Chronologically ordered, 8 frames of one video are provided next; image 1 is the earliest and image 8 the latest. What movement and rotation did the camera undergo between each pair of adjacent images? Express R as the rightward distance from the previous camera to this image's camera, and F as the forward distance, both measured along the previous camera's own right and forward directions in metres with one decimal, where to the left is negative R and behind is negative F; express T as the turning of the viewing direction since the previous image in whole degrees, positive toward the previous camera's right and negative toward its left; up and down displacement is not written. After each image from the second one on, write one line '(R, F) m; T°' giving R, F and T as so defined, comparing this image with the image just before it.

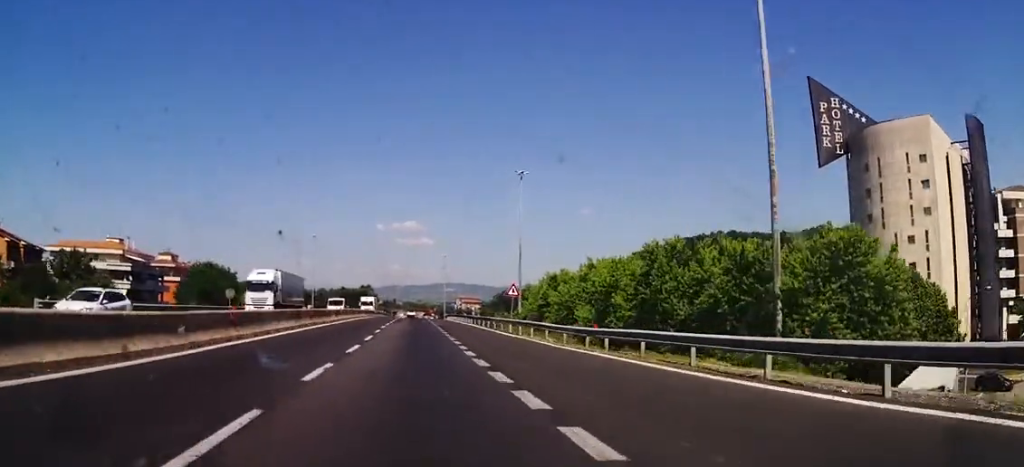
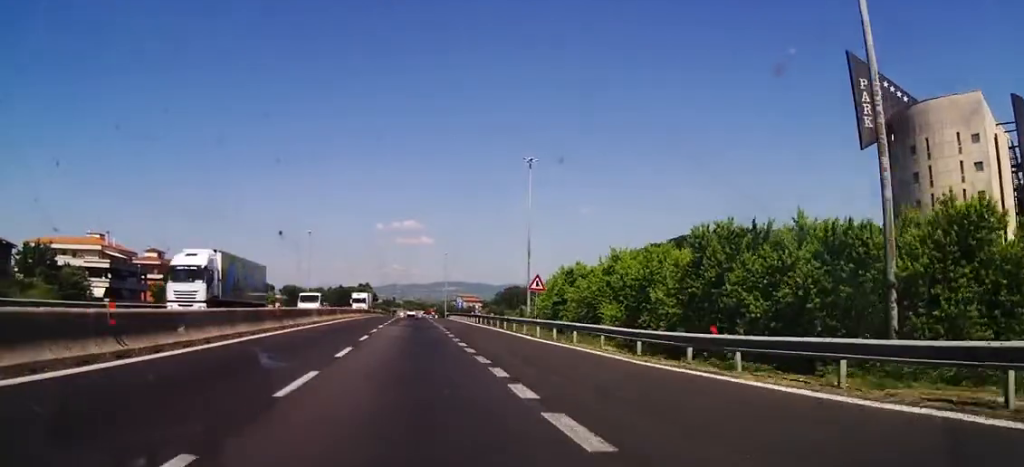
(0.0, +9.7) m; -1°
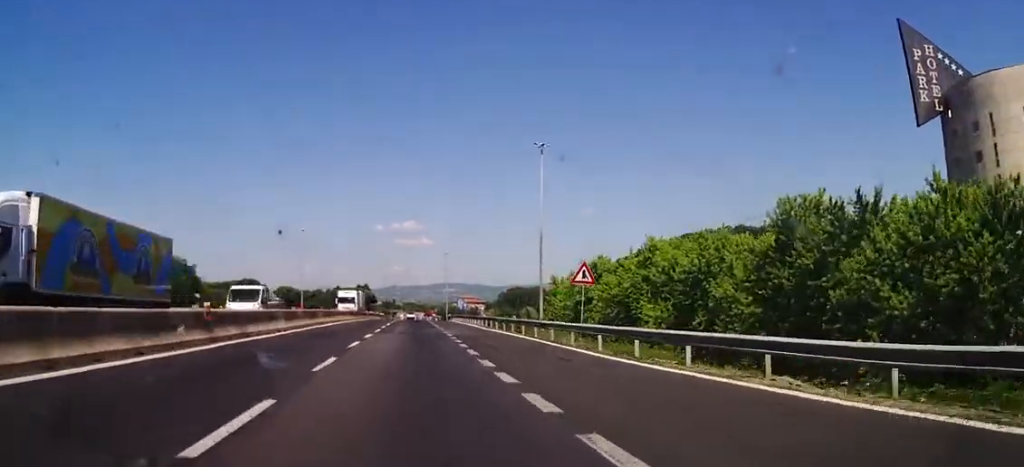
(-0.1, +11.1) m; 0°
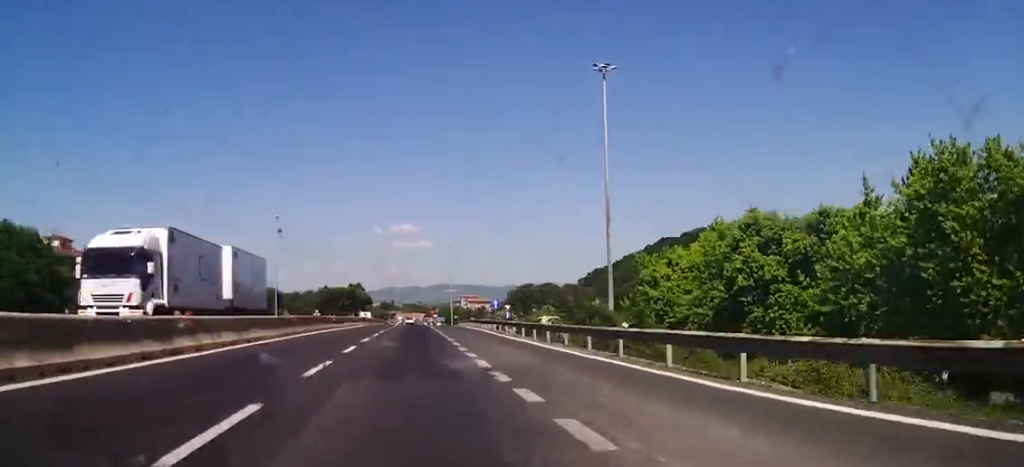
(+0.5, +36.4) m; +2°
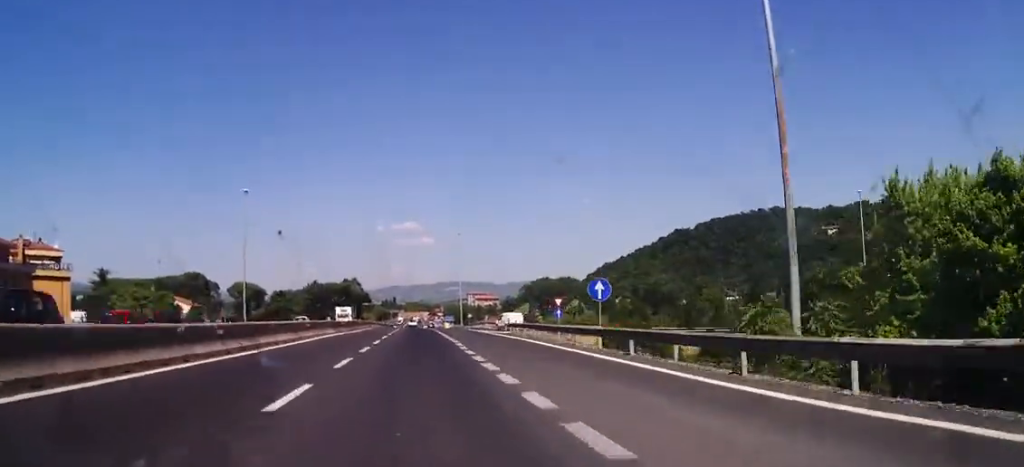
(+0.2, +32.9) m; 0°
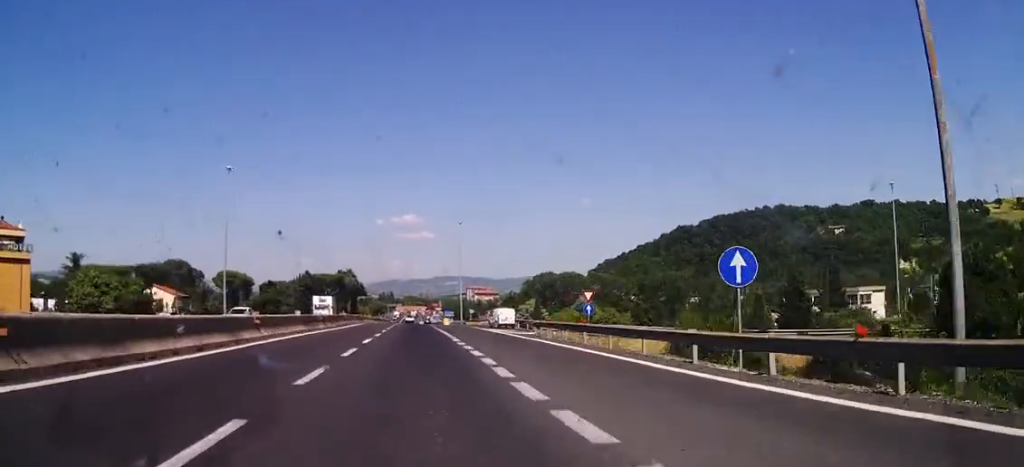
(-0.1, +12.3) m; 0°
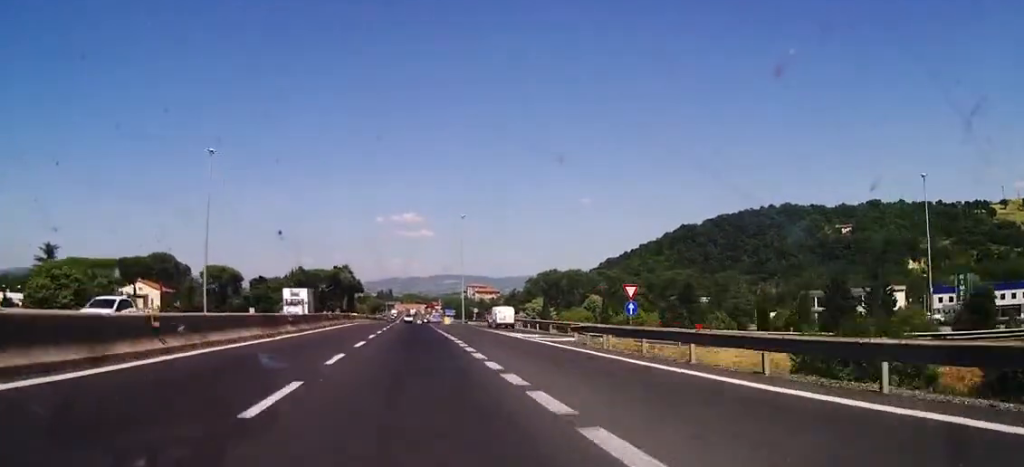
(-0.2, +10.9) m; 0°
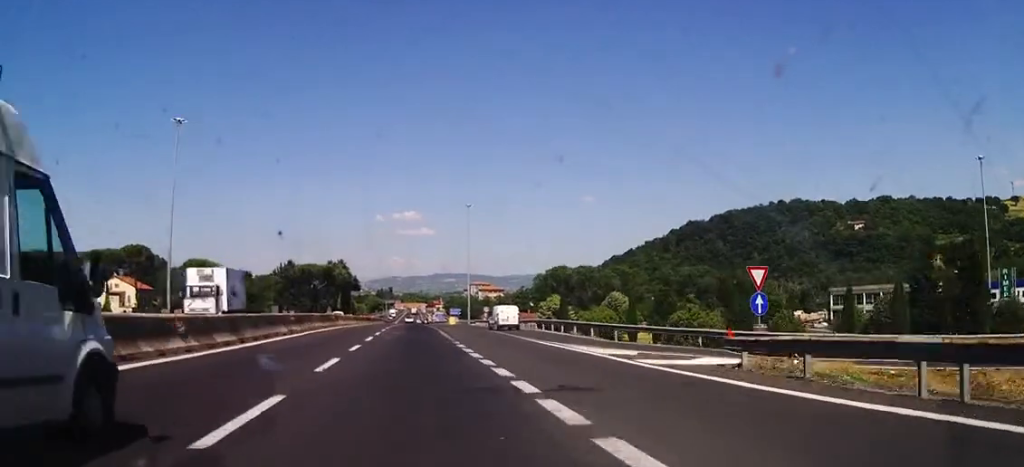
(+0.1, +16.9) m; +1°
